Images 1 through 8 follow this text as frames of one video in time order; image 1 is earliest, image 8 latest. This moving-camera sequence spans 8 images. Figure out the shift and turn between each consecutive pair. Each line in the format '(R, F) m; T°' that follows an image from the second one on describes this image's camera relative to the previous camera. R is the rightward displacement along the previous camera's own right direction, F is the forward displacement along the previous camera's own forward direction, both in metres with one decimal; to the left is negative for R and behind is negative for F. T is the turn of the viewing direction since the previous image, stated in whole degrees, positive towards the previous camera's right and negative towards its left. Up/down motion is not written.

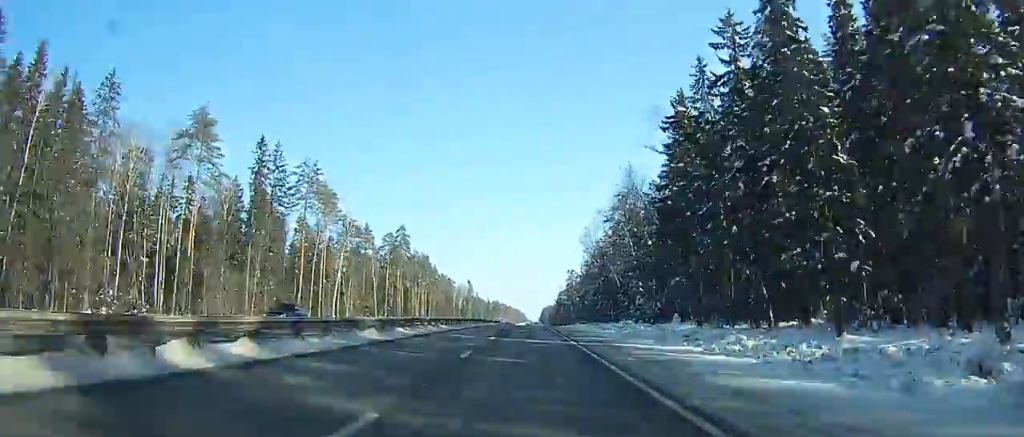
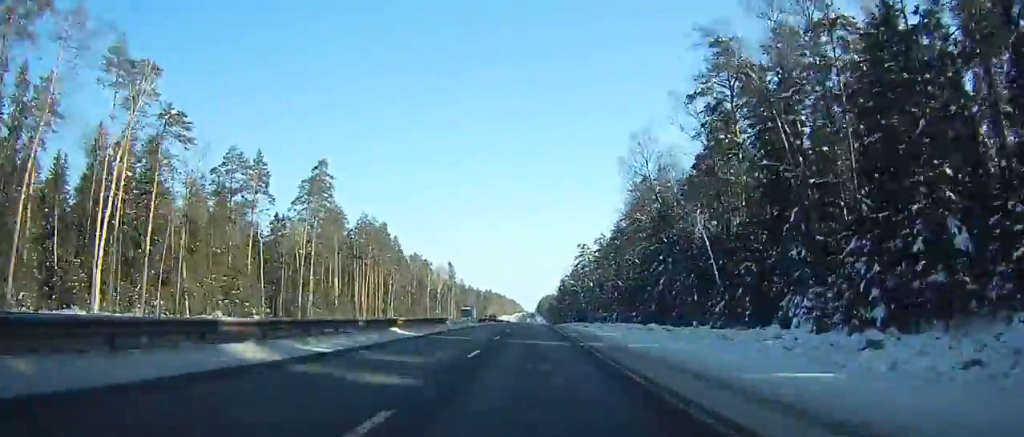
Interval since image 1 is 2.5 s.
(+0.4, +73.5) m; +1°
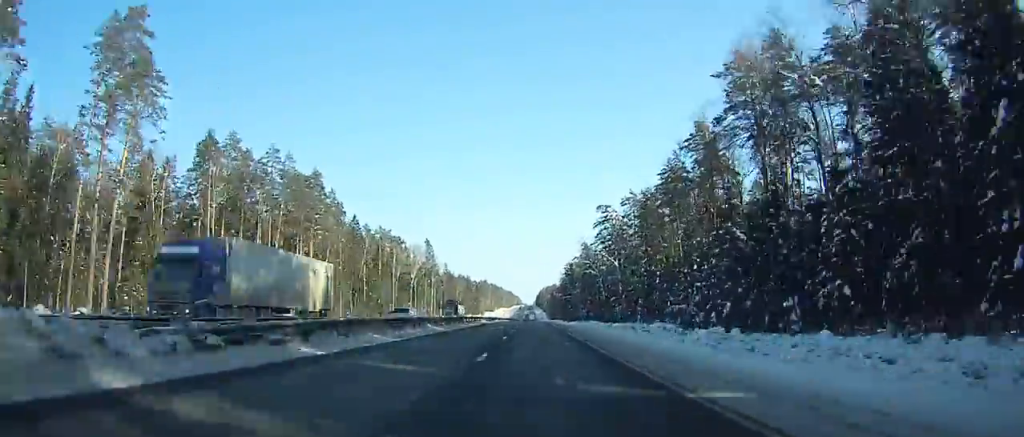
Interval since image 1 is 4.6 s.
(+0.1, +62.1) m; +1°
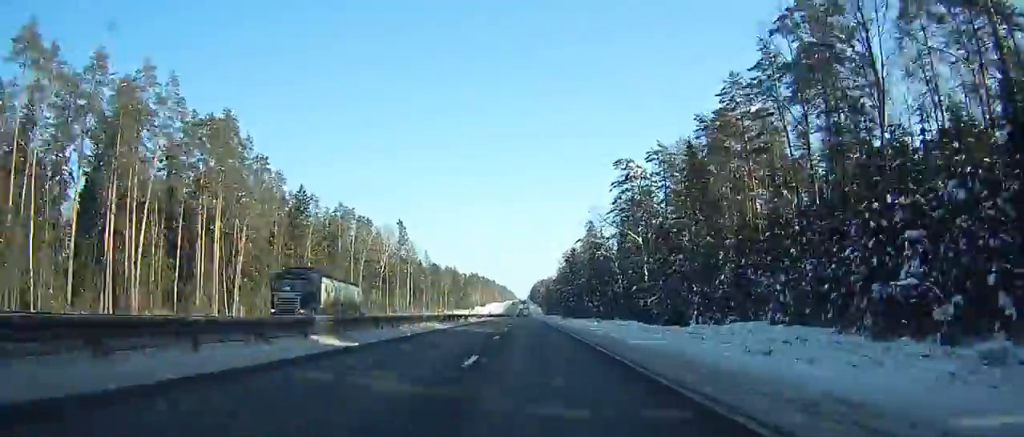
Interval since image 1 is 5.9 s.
(+0.4, +38.8) m; 0°
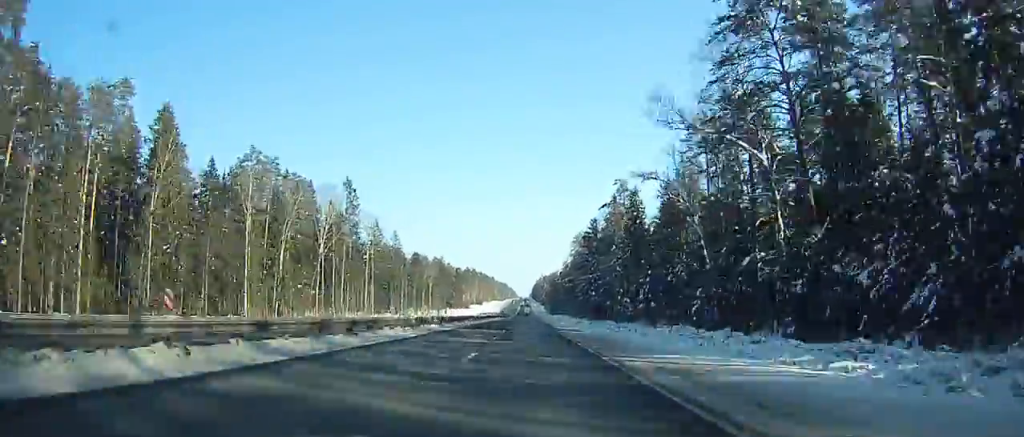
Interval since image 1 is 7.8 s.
(+0.3, +56.7) m; 0°
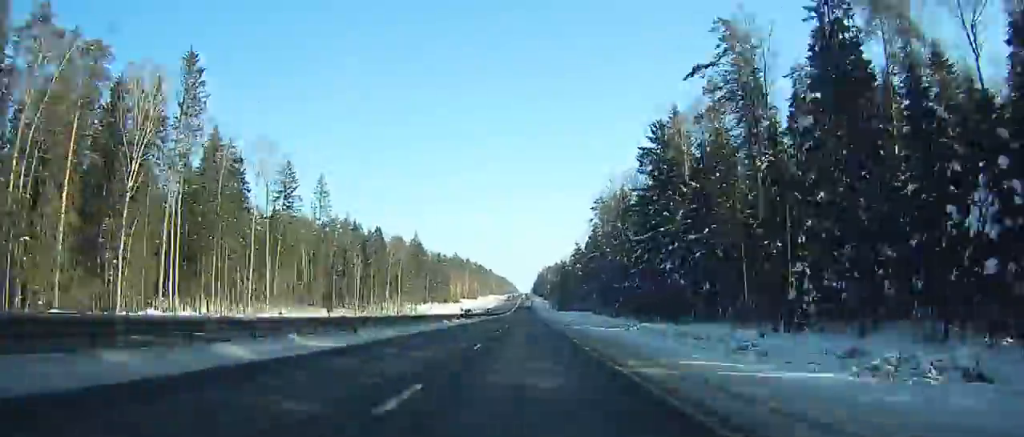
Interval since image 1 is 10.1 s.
(0.0, +68.9) m; 0°
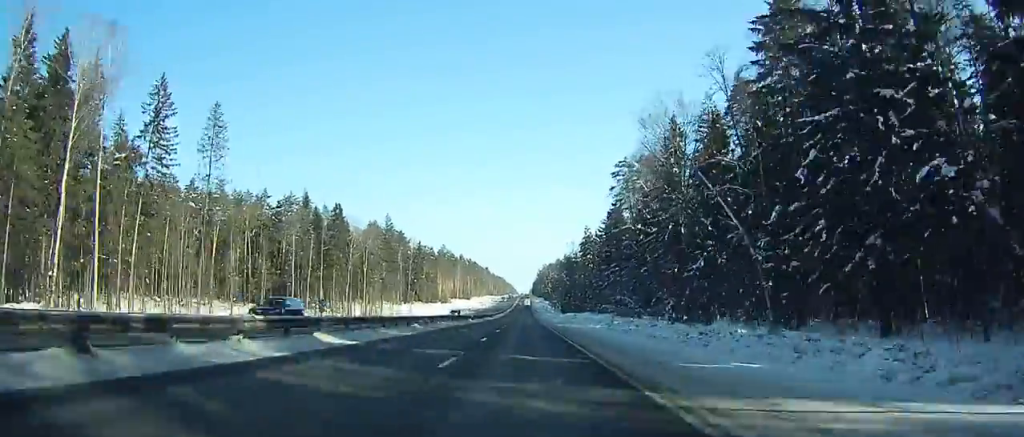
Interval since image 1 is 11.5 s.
(-0.1, +42.0) m; 0°
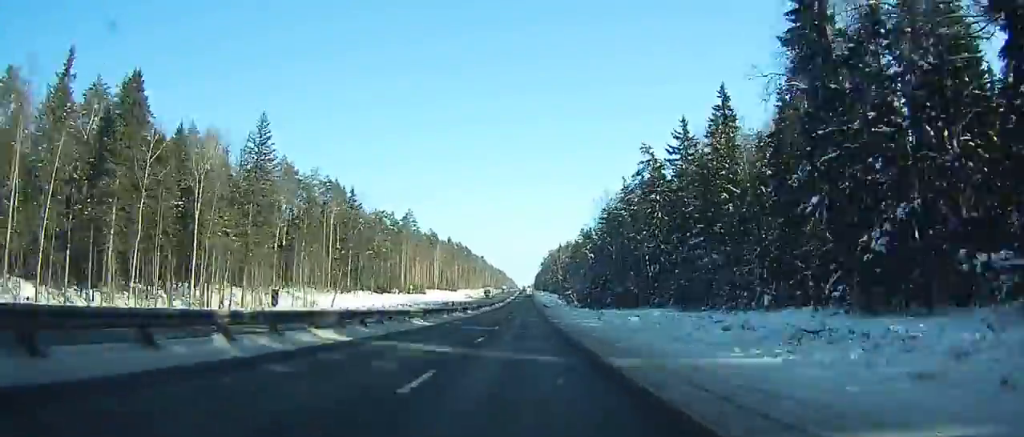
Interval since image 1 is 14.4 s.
(-0.1, +86.9) m; 0°
